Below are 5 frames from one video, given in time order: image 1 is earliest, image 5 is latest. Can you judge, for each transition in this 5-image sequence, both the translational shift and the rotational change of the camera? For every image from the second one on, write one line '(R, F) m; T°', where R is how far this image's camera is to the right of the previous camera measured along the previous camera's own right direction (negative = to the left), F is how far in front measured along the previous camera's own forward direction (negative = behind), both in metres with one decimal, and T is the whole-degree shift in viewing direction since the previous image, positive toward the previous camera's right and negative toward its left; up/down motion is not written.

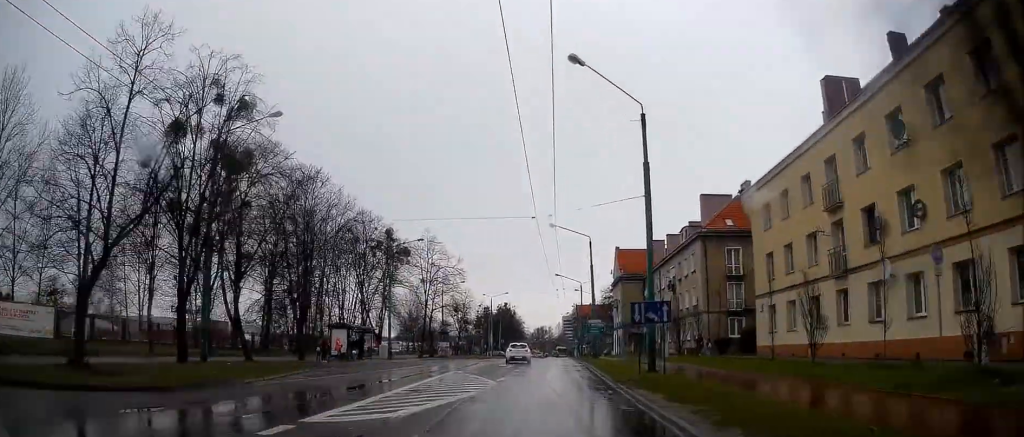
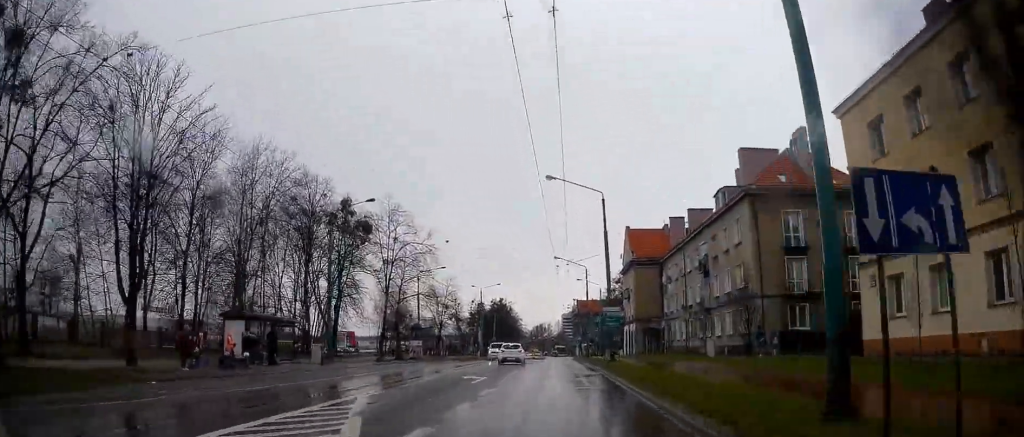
(+0.3, +14.7) m; +1°
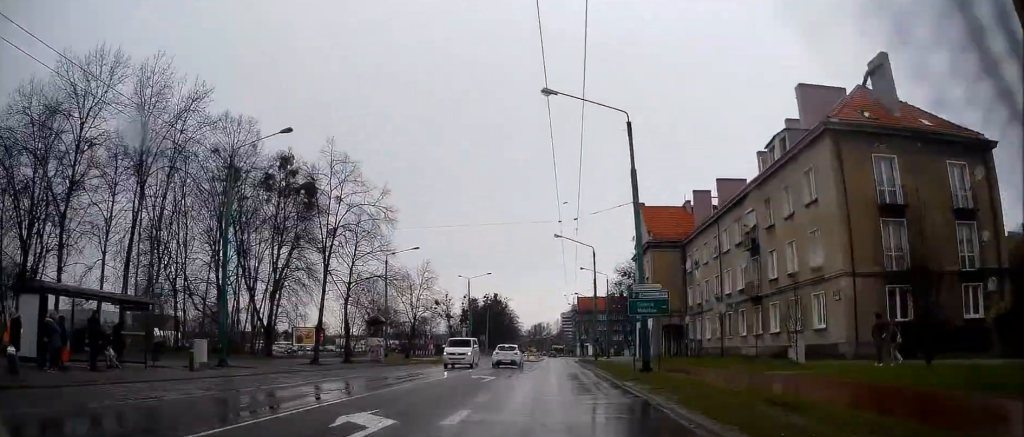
(0.0, +12.8) m; -1°
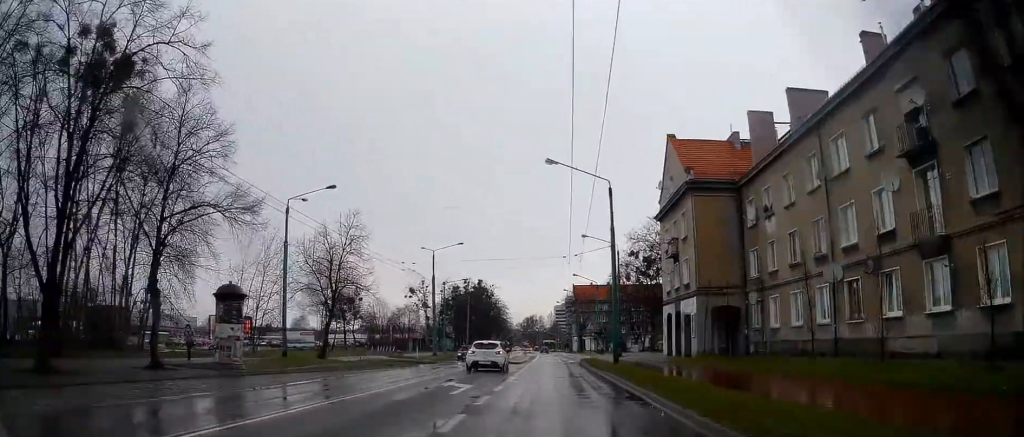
(+0.1, +20.5) m; +2°
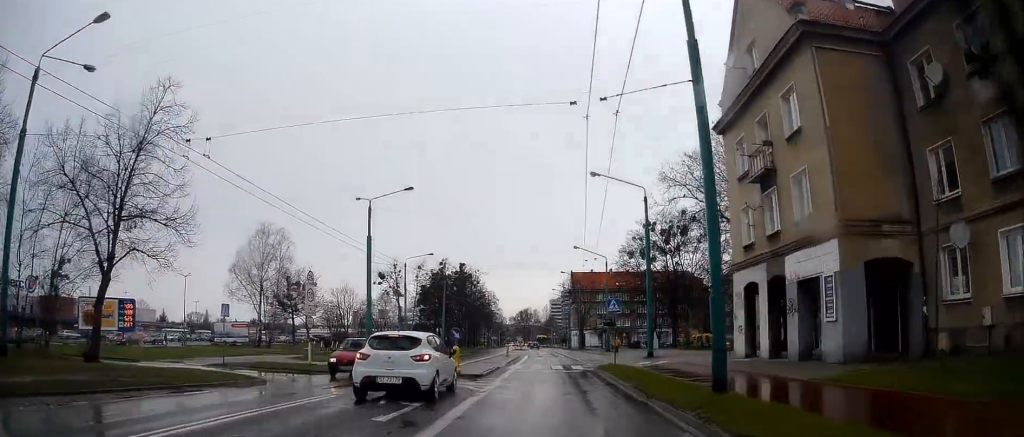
(-0.1, +20.4) m; -2°
